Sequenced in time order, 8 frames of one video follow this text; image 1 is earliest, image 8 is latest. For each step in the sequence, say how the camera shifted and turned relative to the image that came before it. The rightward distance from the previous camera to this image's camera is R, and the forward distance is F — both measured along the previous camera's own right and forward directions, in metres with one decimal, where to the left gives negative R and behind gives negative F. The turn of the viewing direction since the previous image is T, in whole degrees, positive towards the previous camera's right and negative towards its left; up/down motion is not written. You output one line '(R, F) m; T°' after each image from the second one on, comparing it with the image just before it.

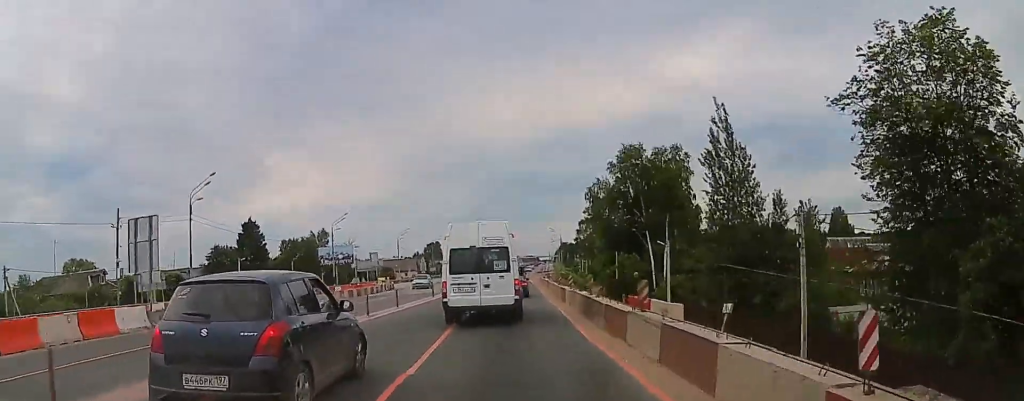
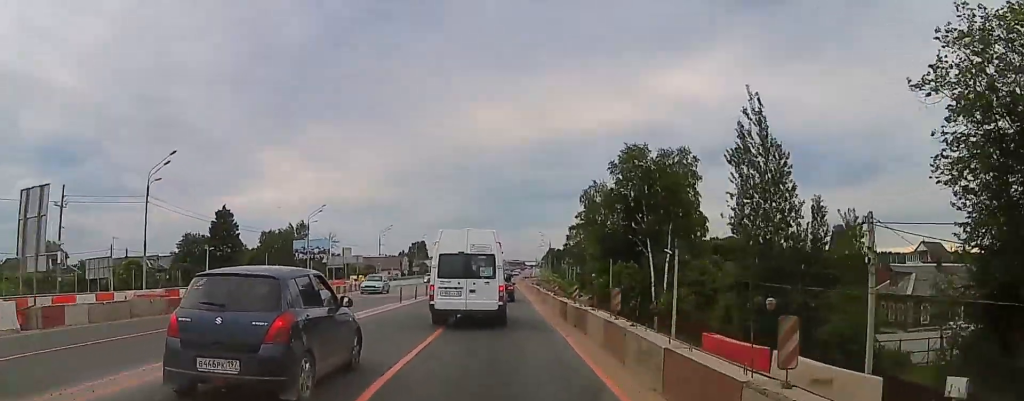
(0.0, +6.1) m; 0°
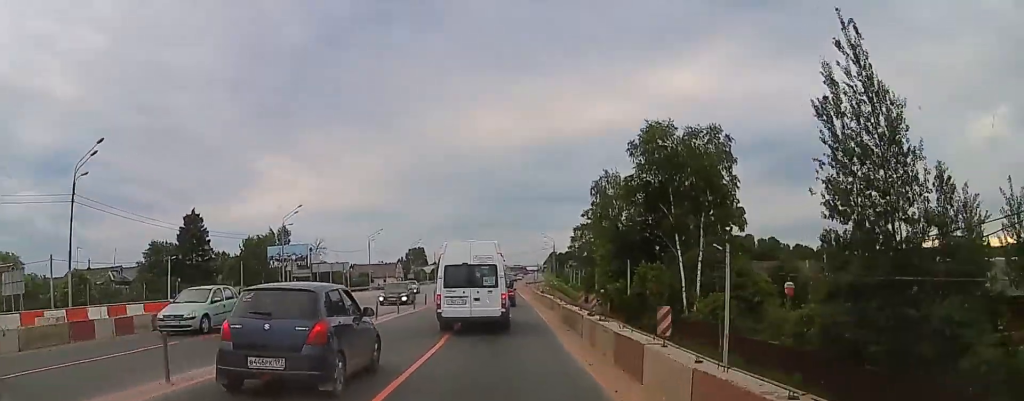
(0.0, +10.5) m; 0°
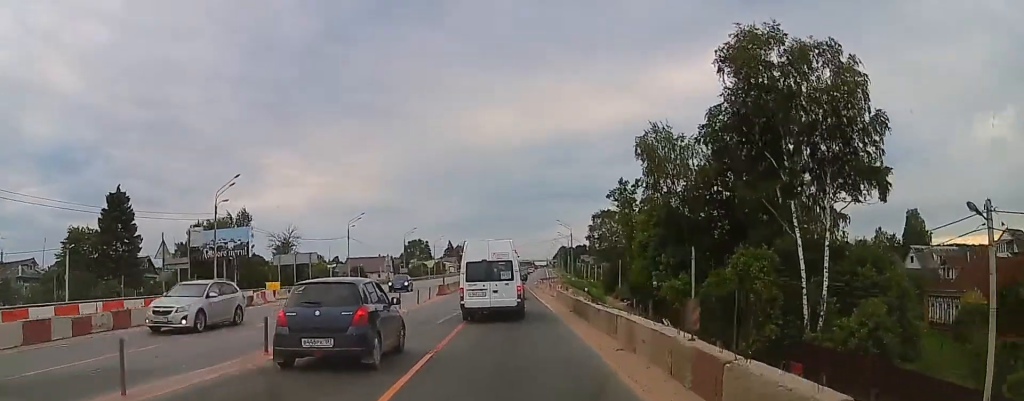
(-0.1, +20.1) m; -3°
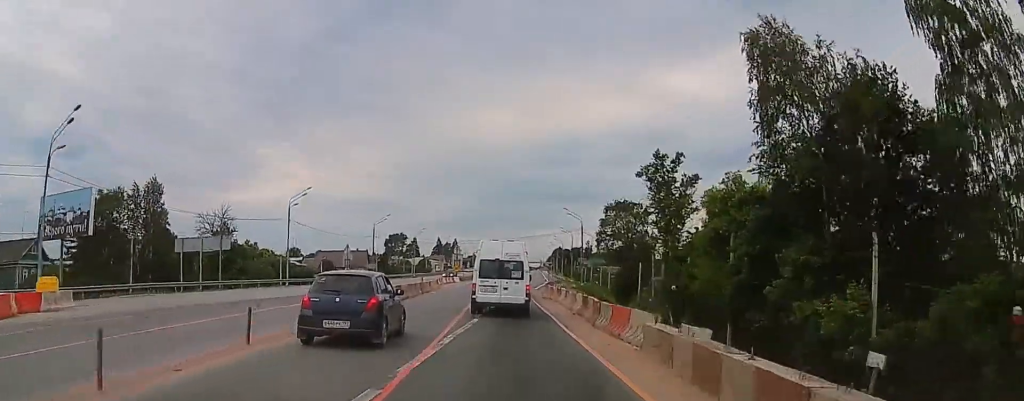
(+0.2, +24.2) m; +2°
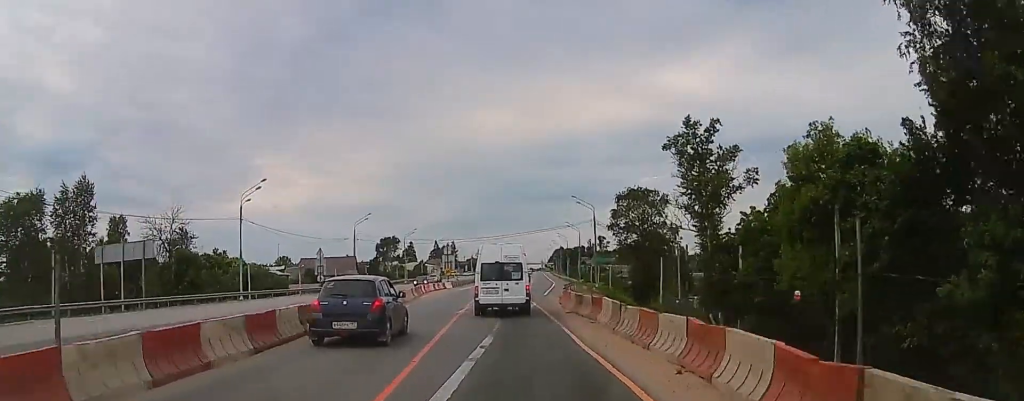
(-0.2, +13.3) m; -1°
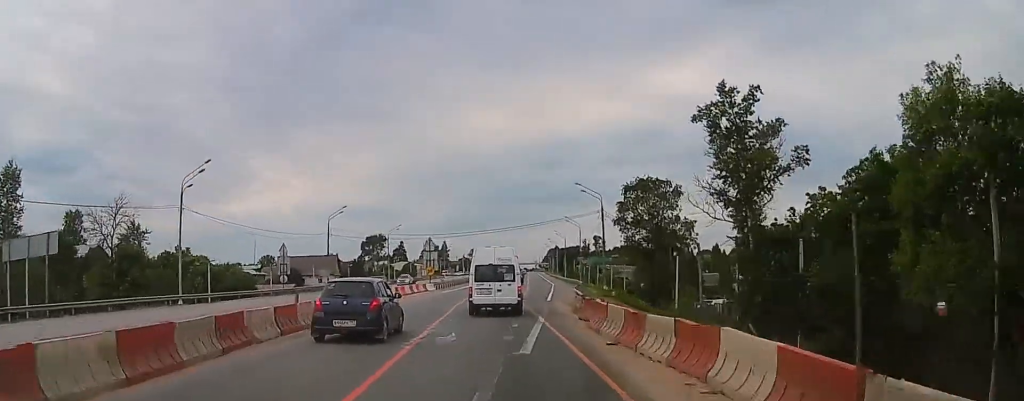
(-0.4, +11.1) m; 0°
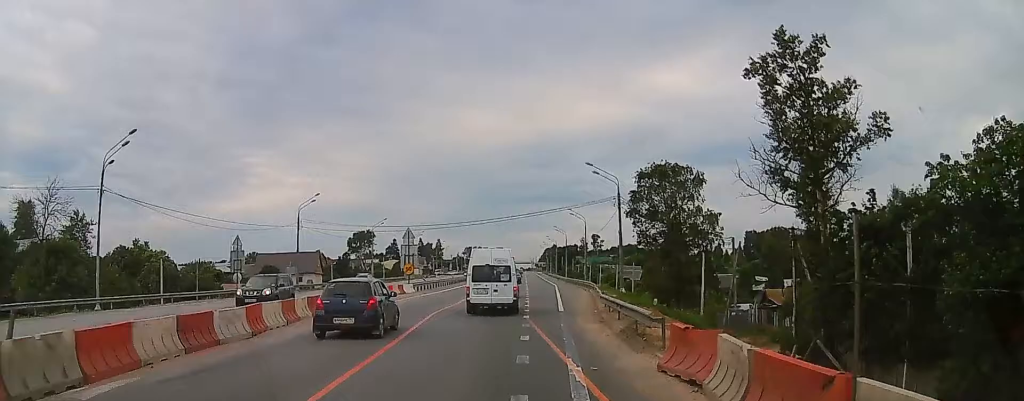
(+0.5, +11.4) m; +3°
